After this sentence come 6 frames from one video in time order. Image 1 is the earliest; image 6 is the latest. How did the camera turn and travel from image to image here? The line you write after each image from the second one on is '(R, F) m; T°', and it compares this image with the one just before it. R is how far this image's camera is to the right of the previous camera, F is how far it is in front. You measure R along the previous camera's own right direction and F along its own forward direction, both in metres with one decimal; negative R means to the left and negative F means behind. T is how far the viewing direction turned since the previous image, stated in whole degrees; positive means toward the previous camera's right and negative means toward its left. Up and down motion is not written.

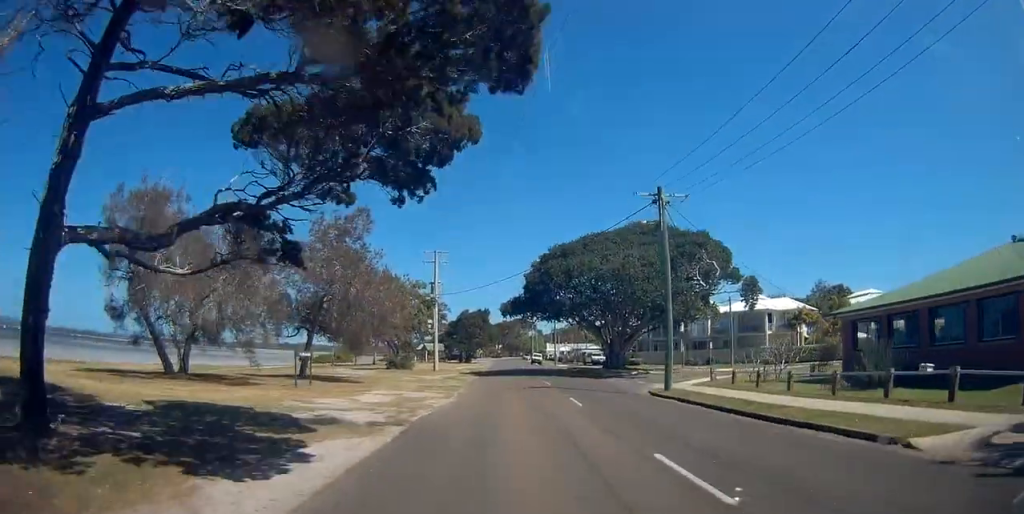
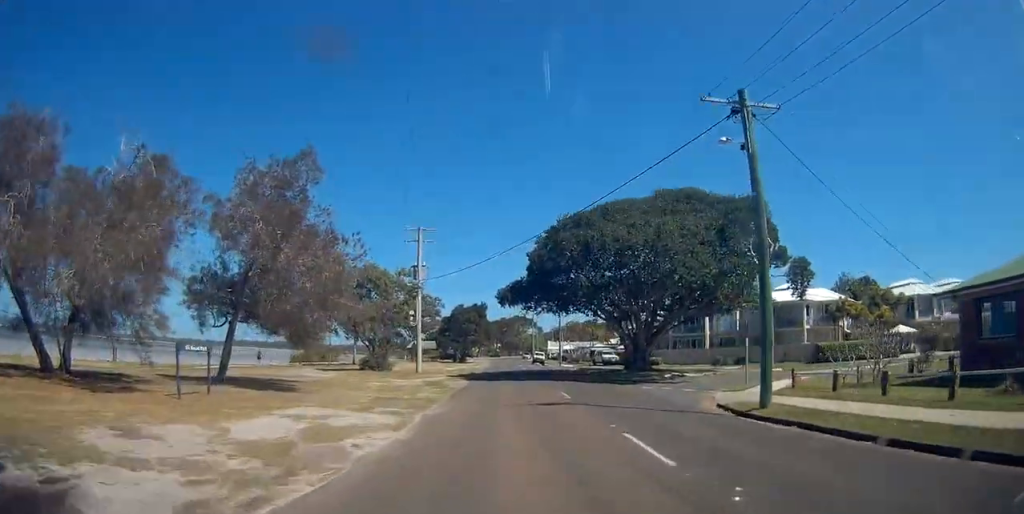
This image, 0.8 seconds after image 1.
(-0.1, +10.9) m; -1°
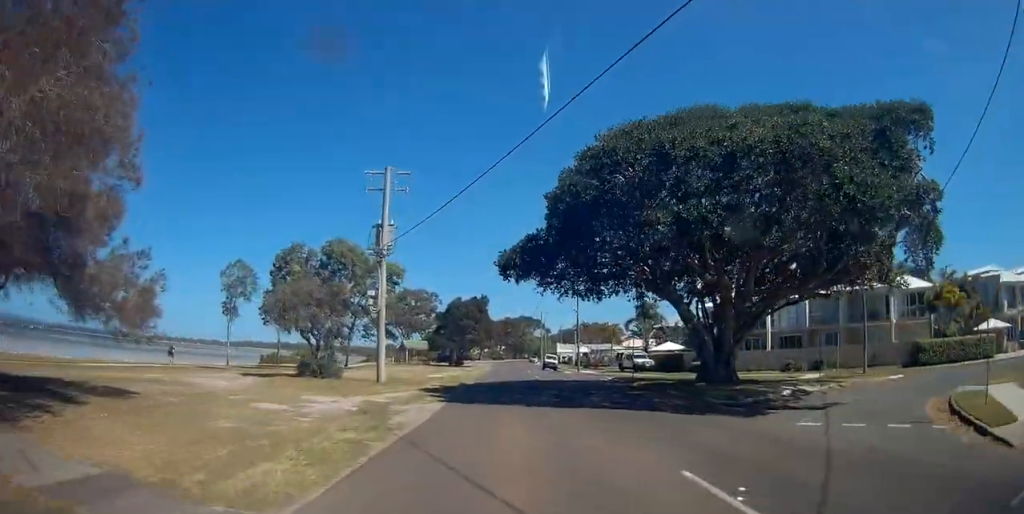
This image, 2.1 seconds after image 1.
(-0.1, +16.8) m; 0°
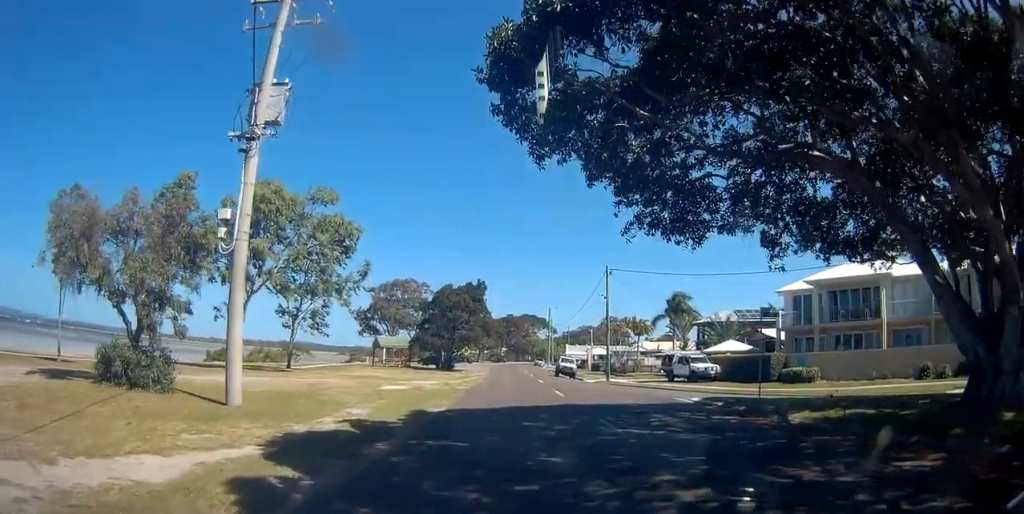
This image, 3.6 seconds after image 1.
(+0.2, +19.0) m; 0°
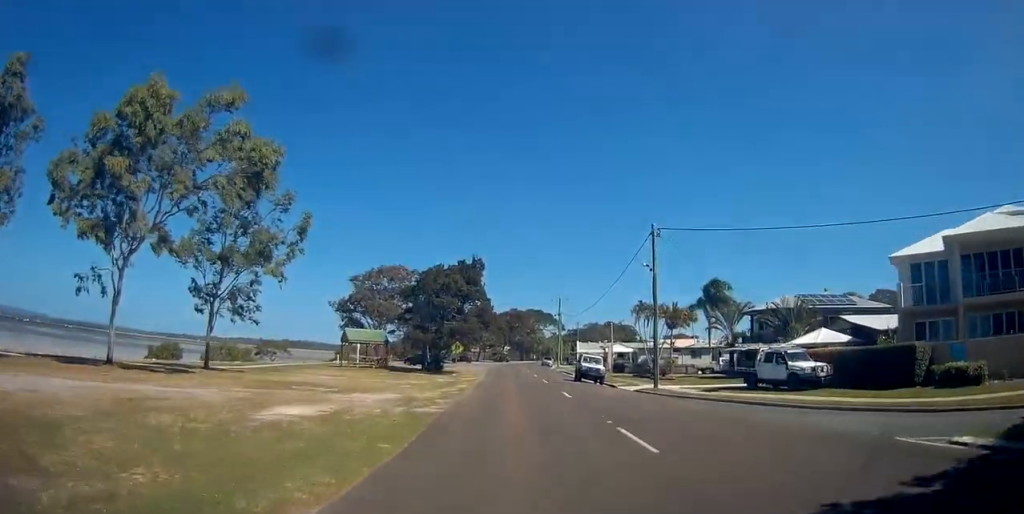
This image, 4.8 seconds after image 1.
(-0.4, +14.6) m; -1°
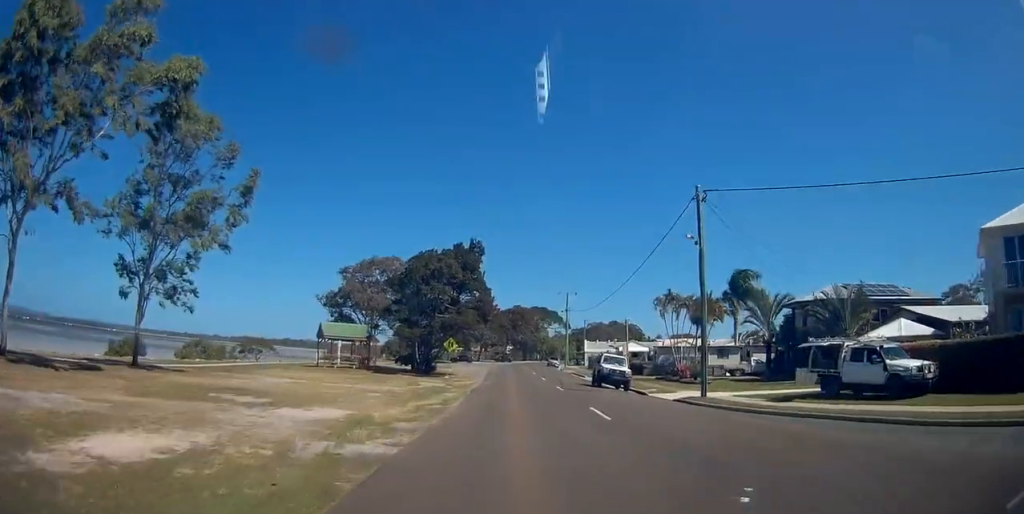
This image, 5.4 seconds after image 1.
(+0.1, +7.7) m; 0°
